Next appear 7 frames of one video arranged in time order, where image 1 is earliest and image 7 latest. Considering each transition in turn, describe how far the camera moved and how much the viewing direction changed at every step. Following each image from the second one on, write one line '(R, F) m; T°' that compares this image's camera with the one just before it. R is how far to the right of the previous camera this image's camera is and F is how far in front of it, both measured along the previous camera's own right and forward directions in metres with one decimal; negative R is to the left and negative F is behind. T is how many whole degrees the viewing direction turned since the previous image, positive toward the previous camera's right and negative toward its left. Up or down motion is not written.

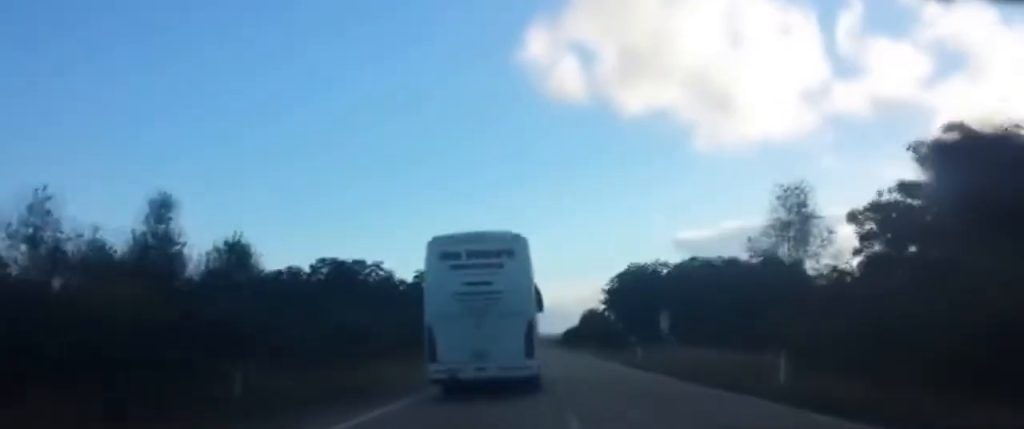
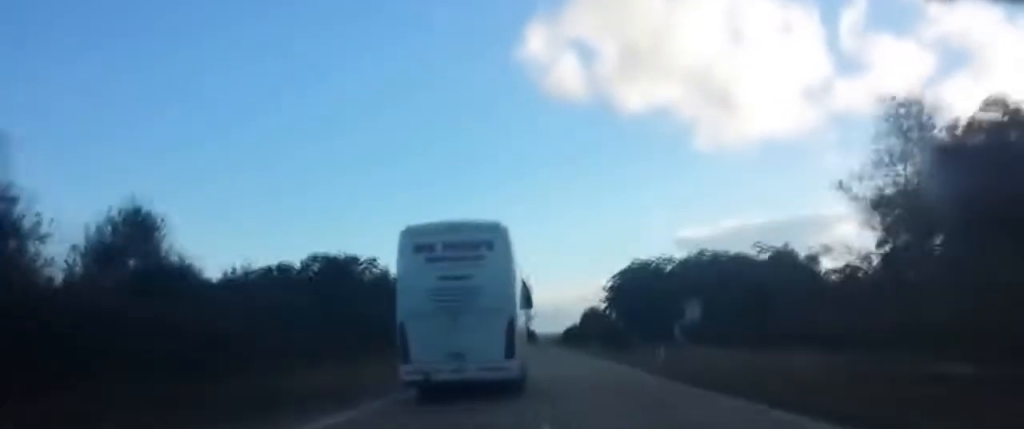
(+0.1, +13.5) m; 0°
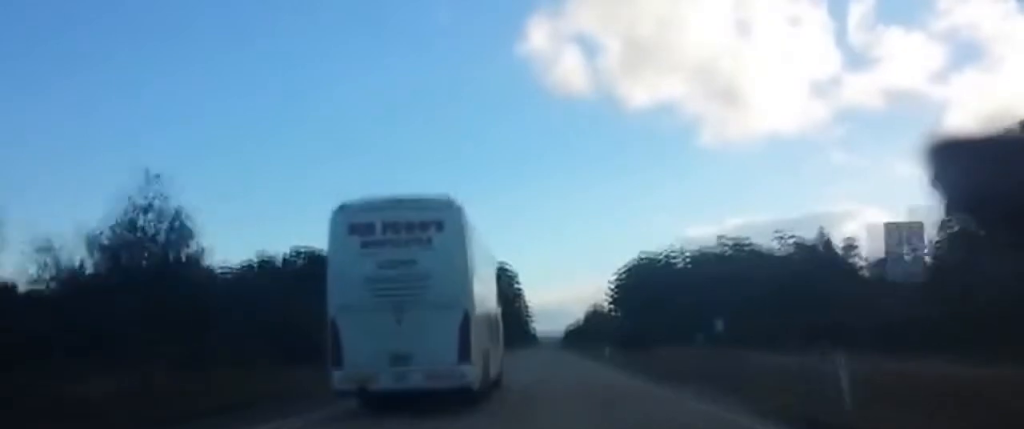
(+0.1, +26.6) m; 0°
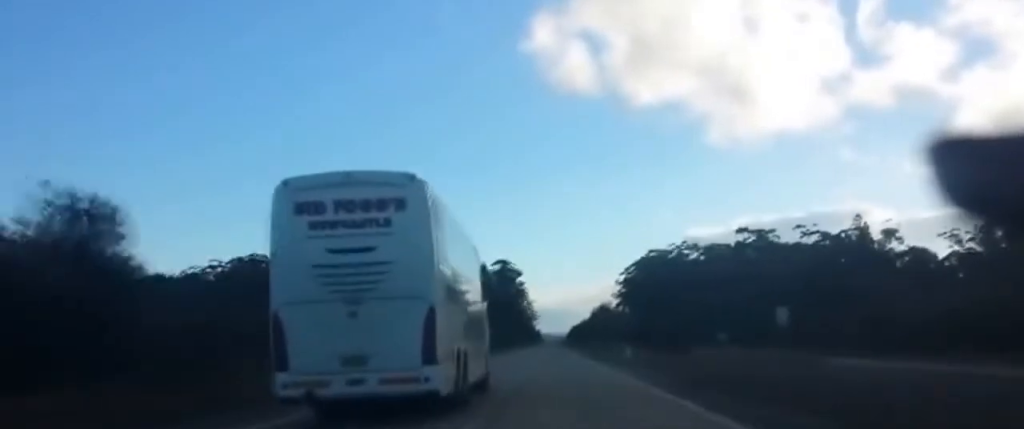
(0.0, +17.7) m; 0°
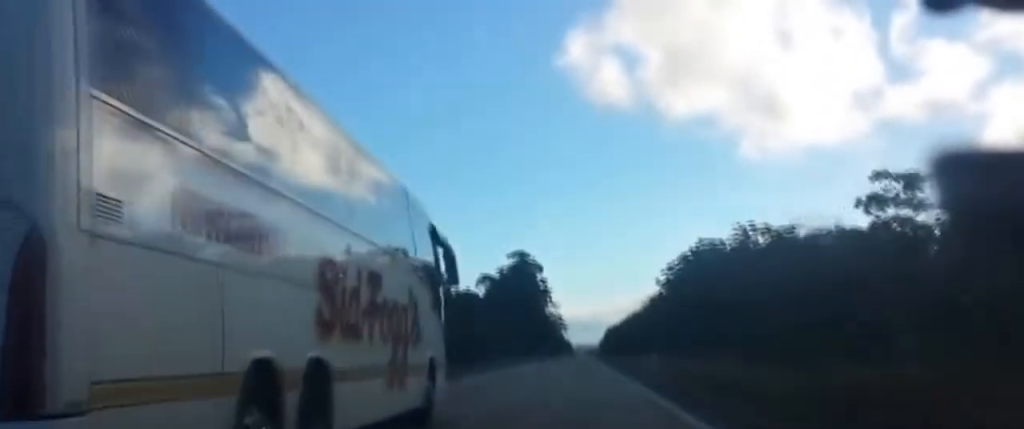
(-1.1, +72.9) m; -1°
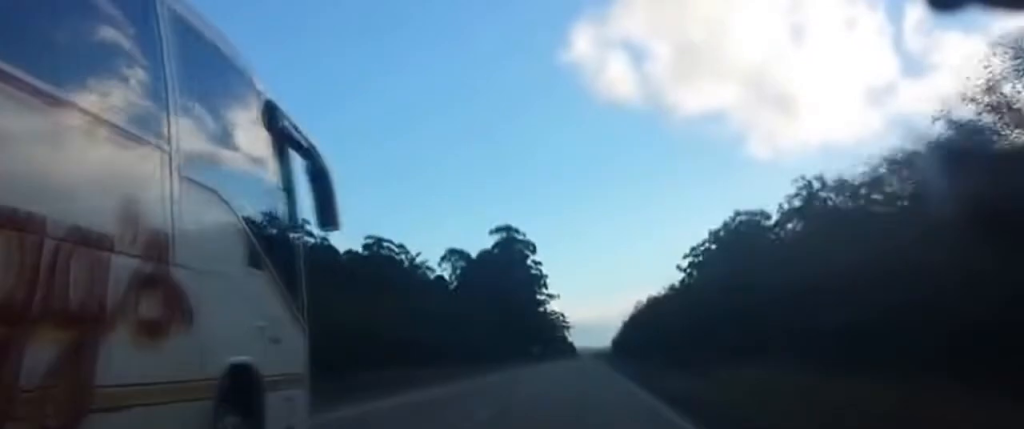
(-0.2, +60.2) m; -1°
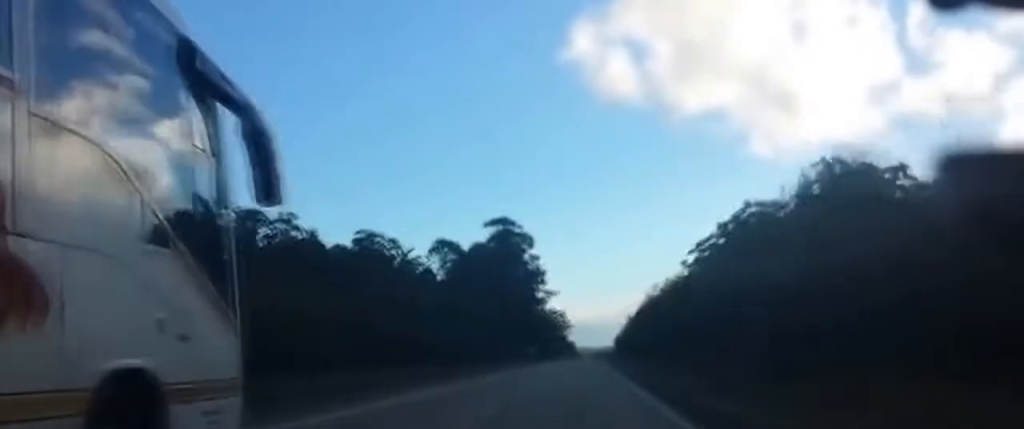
(-0.1, +14.0) m; 0°
